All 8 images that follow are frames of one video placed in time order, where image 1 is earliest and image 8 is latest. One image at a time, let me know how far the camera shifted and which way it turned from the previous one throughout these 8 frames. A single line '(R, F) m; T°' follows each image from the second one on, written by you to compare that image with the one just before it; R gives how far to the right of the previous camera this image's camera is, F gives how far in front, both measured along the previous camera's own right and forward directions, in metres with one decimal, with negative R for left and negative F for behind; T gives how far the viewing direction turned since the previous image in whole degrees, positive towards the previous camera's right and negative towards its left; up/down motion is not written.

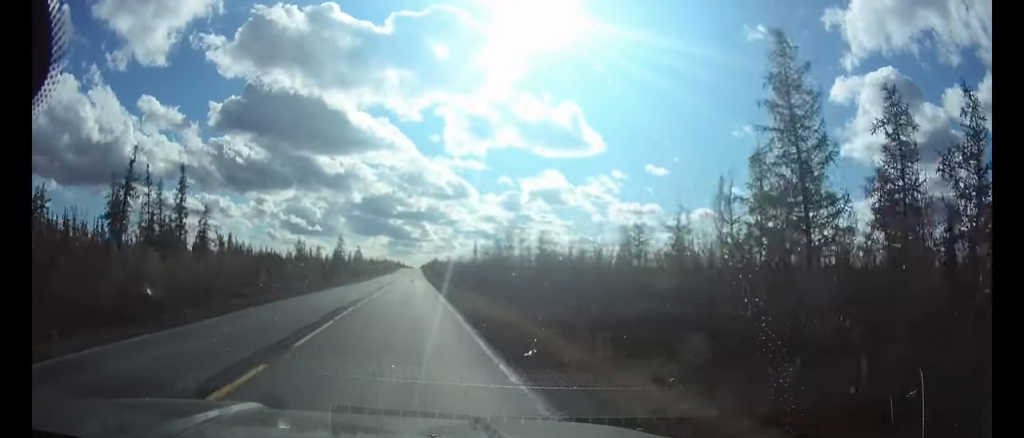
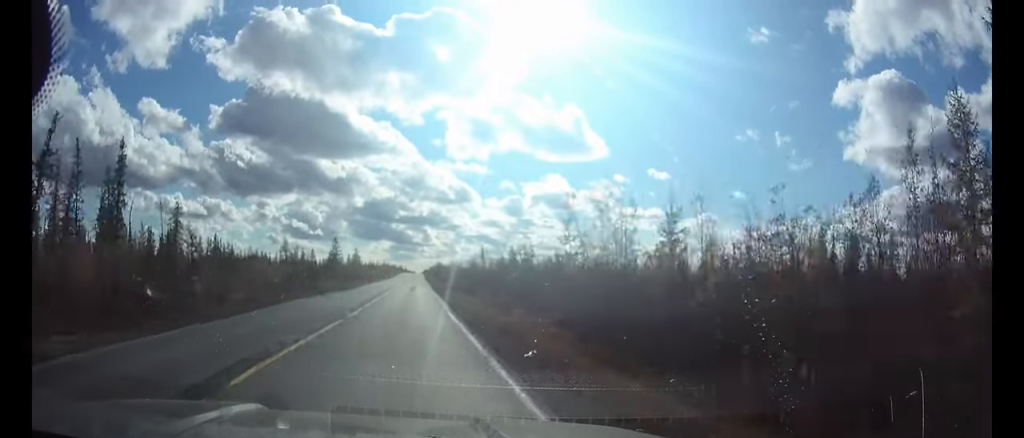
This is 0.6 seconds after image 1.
(0.0, +14.9) m; 0°
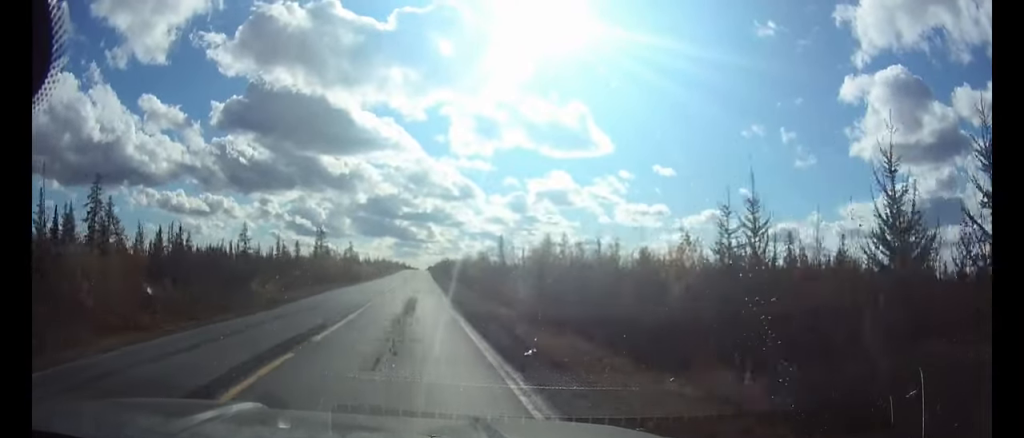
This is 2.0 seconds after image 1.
(-0.1, +29.1) m; 0°
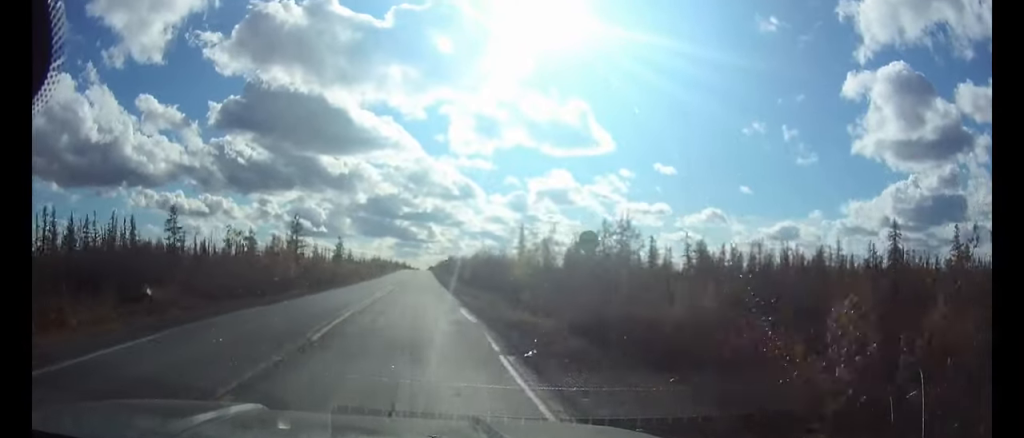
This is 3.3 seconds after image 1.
(+0.1, +26.5) m; 0°
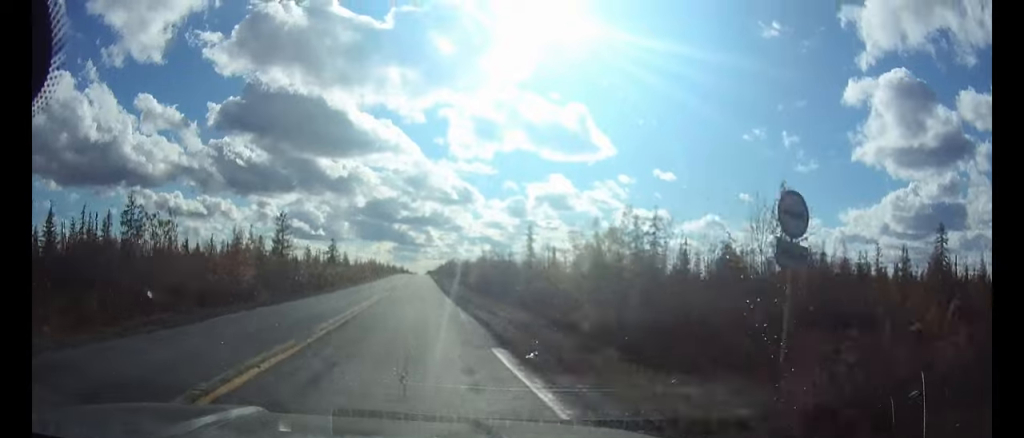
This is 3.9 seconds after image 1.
(0.0, +9.8) m; 0°
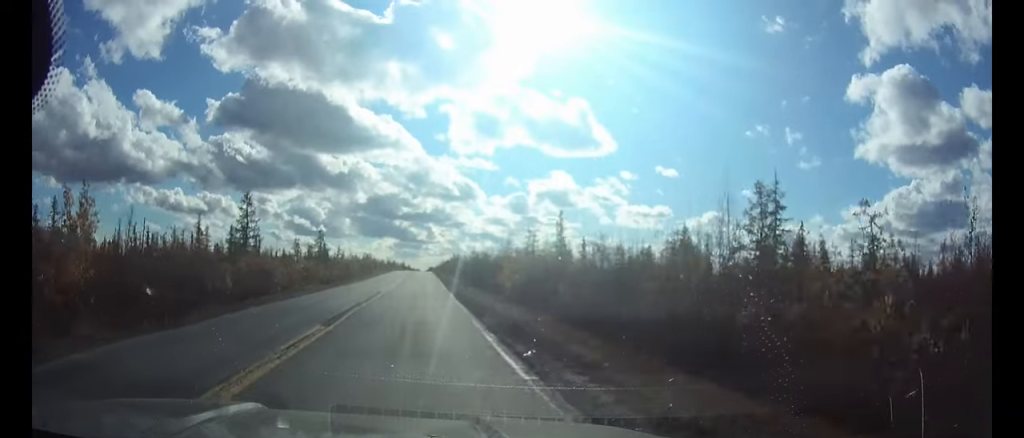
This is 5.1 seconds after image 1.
(0.0, +21.6) m; 0°
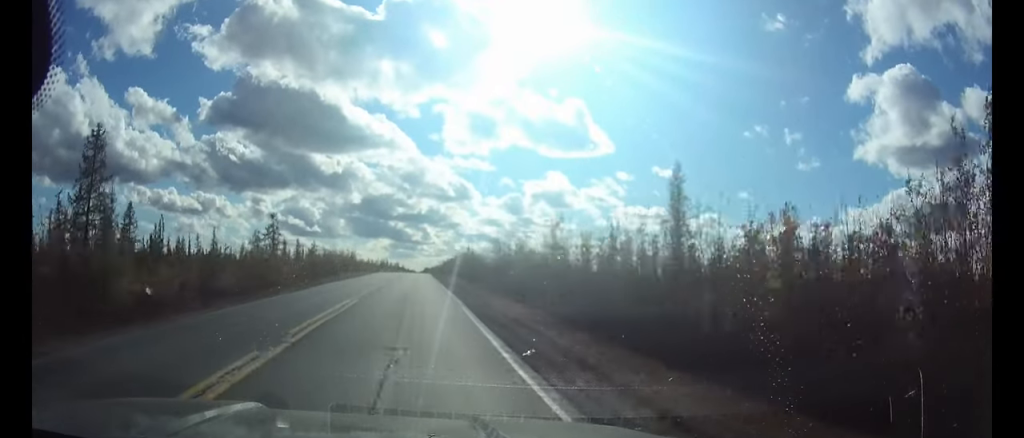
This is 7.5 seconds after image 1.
(-0.1, +41.7) m; 0°
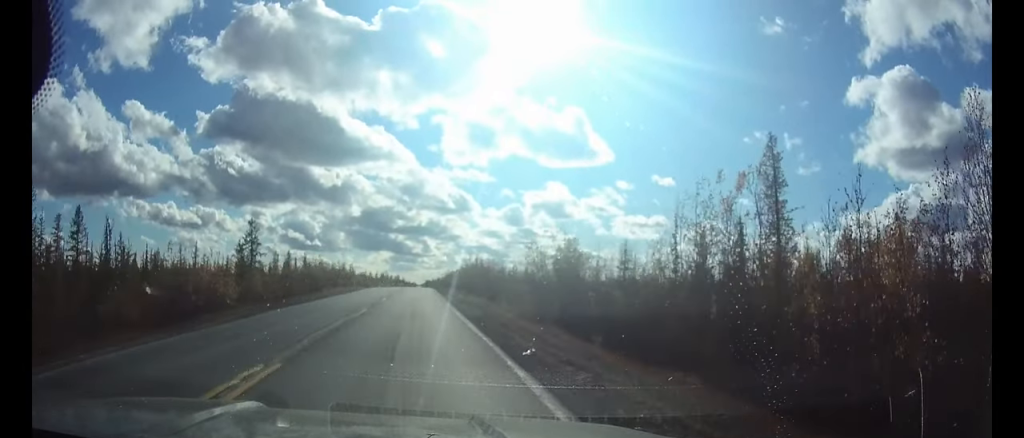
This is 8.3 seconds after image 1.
(0.0, +13.0) m; 0°
